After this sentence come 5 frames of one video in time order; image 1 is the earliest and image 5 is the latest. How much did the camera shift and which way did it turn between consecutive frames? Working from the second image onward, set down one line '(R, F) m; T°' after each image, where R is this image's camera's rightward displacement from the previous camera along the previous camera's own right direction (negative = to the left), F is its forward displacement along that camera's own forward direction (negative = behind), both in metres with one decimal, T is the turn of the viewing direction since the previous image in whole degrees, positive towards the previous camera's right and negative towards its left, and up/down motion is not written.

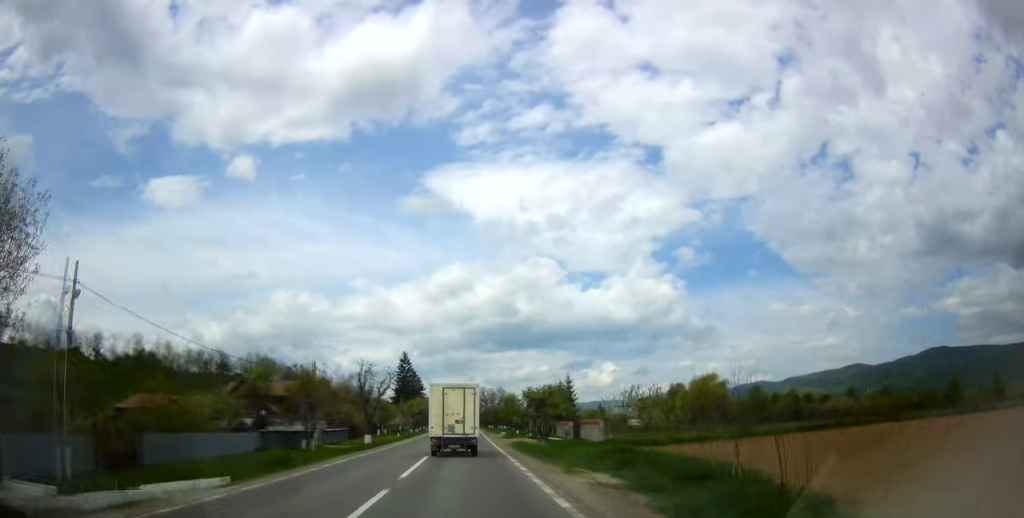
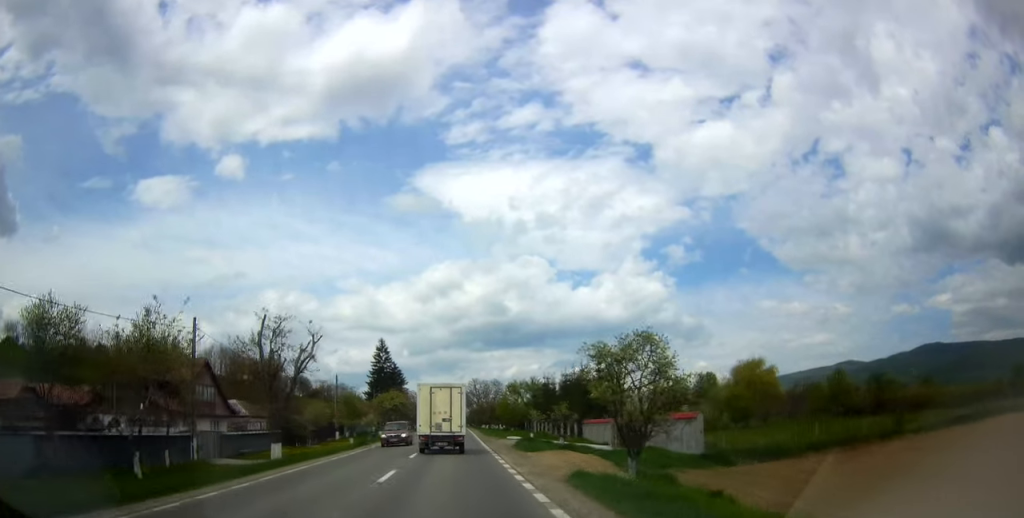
(-0.1, +25.4) m; 0°
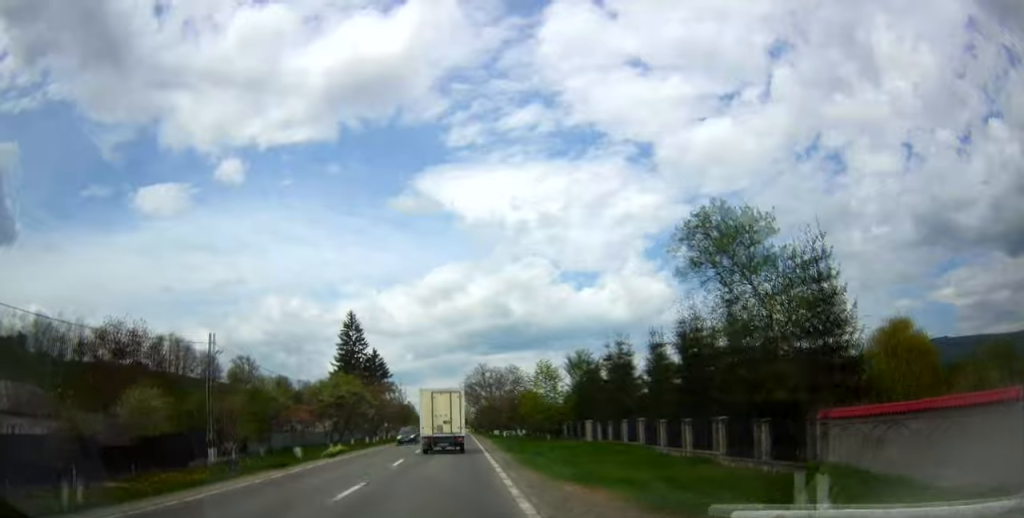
(+0.6, +38.5) m; +3°
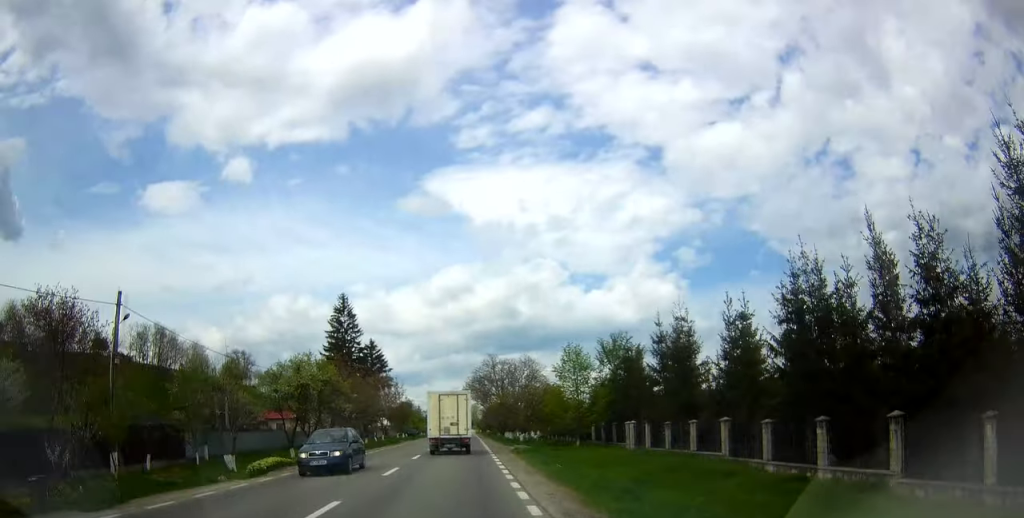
(+0.1, +12.1) m; -2°
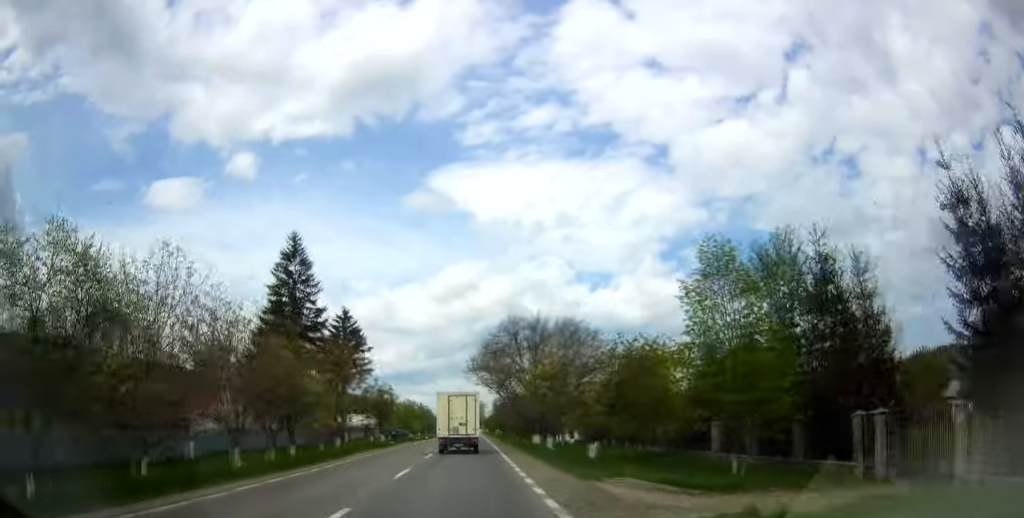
(-1.1, +26.8) m; -2°
